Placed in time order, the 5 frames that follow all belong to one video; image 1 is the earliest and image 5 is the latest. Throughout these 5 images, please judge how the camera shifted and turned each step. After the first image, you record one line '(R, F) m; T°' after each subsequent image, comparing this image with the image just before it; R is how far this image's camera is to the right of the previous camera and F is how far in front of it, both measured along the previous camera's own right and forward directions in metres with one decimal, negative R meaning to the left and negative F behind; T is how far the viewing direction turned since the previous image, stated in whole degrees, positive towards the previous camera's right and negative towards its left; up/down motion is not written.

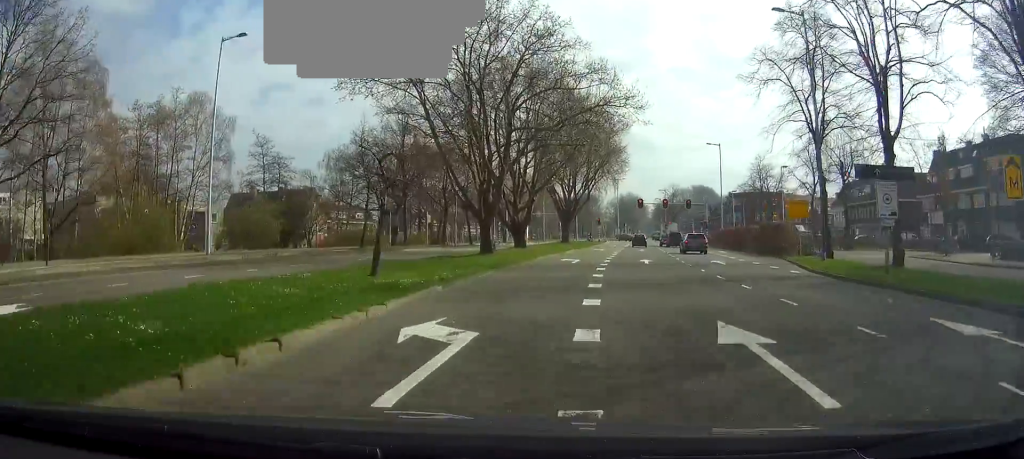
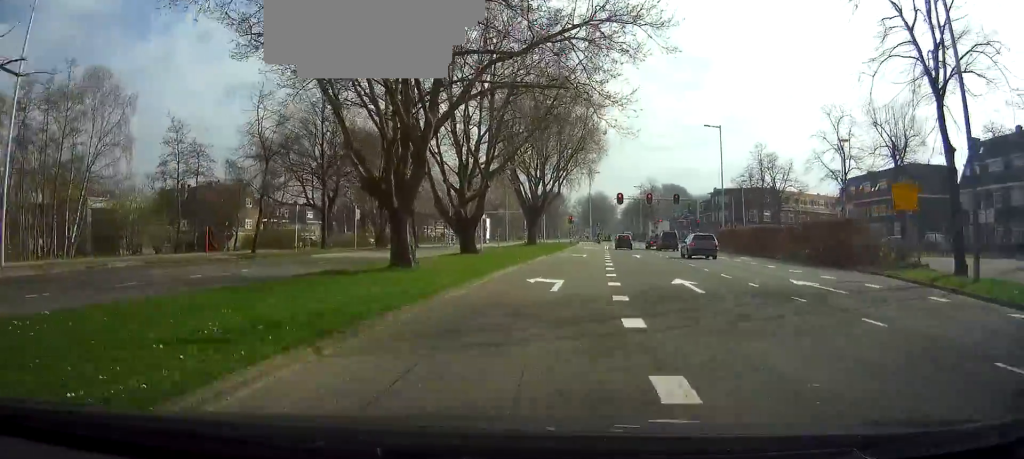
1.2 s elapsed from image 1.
(+0.2, +15.4) m; +1°
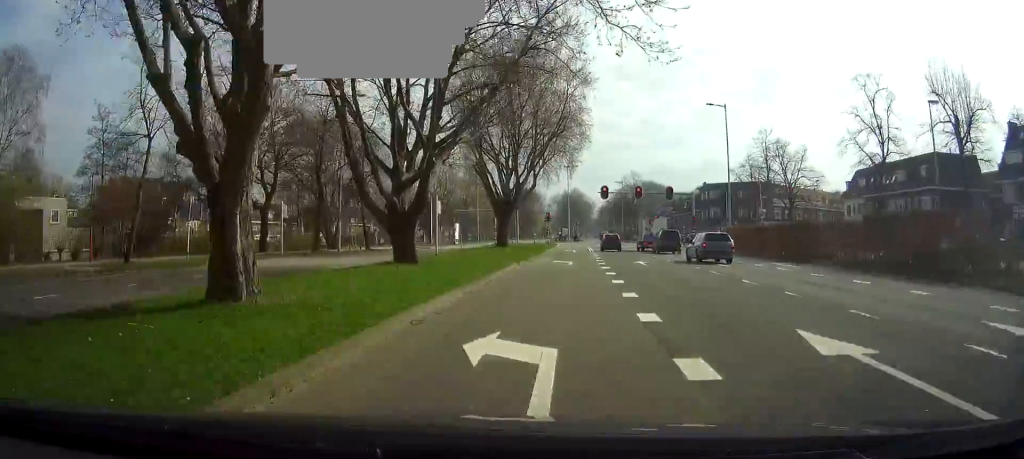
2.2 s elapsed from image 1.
(0.0, +11.3) m; +4°
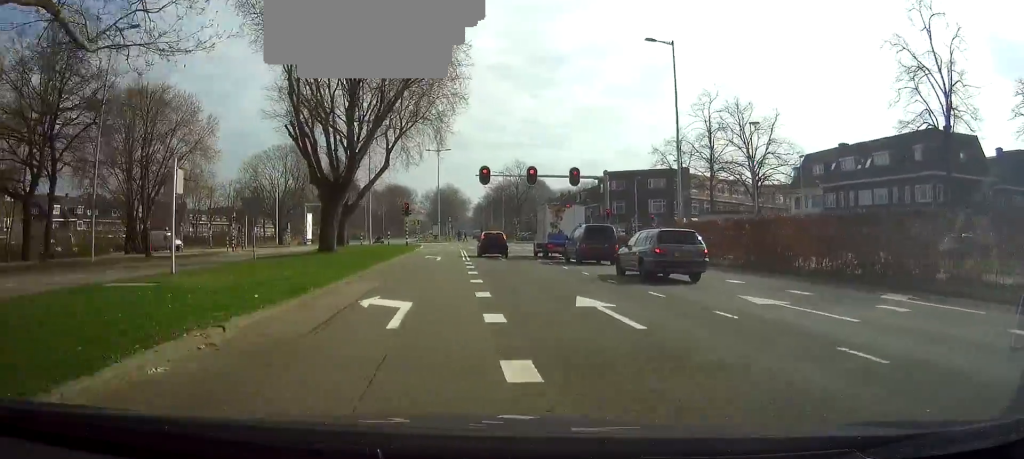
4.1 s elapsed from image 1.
(+2.1, +20.4) m; +10°
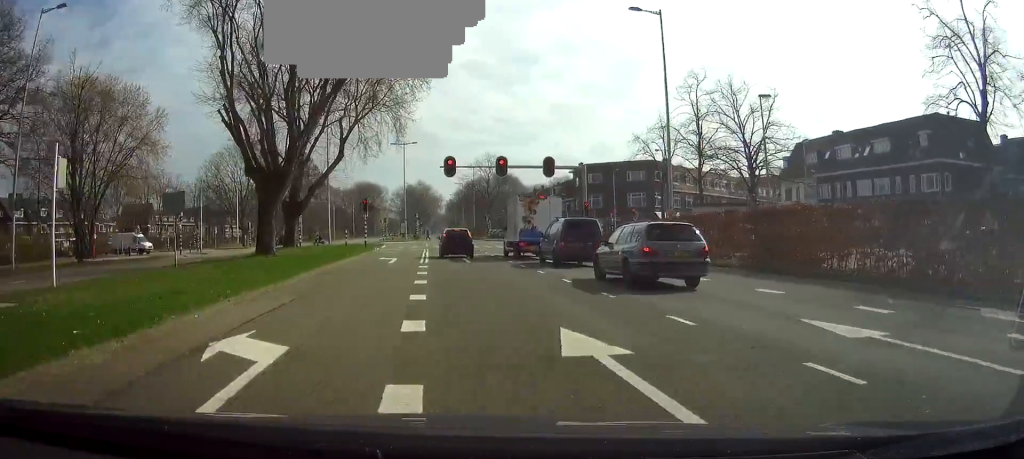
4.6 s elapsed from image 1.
(+0.1, +5.1) m; +2°
